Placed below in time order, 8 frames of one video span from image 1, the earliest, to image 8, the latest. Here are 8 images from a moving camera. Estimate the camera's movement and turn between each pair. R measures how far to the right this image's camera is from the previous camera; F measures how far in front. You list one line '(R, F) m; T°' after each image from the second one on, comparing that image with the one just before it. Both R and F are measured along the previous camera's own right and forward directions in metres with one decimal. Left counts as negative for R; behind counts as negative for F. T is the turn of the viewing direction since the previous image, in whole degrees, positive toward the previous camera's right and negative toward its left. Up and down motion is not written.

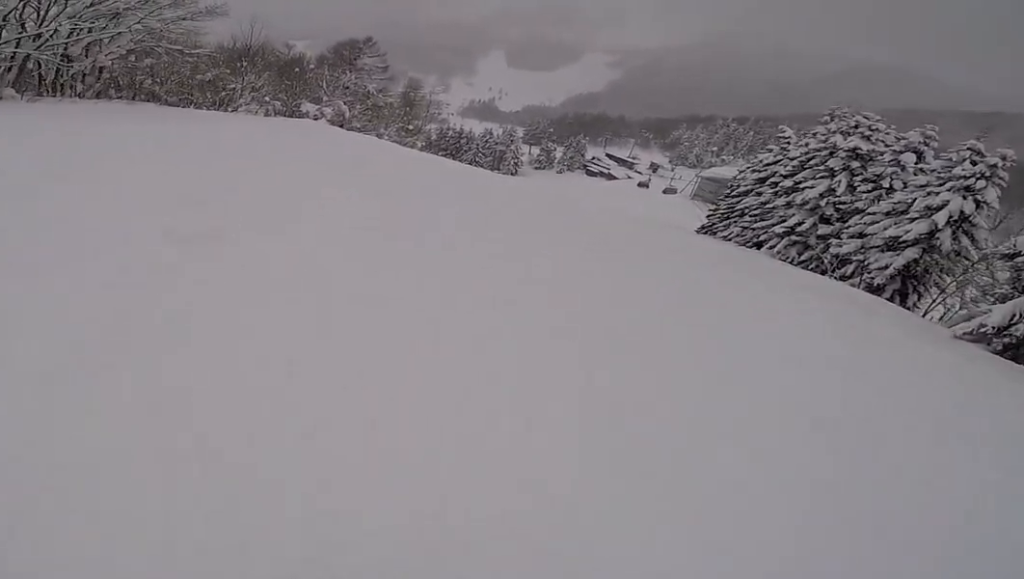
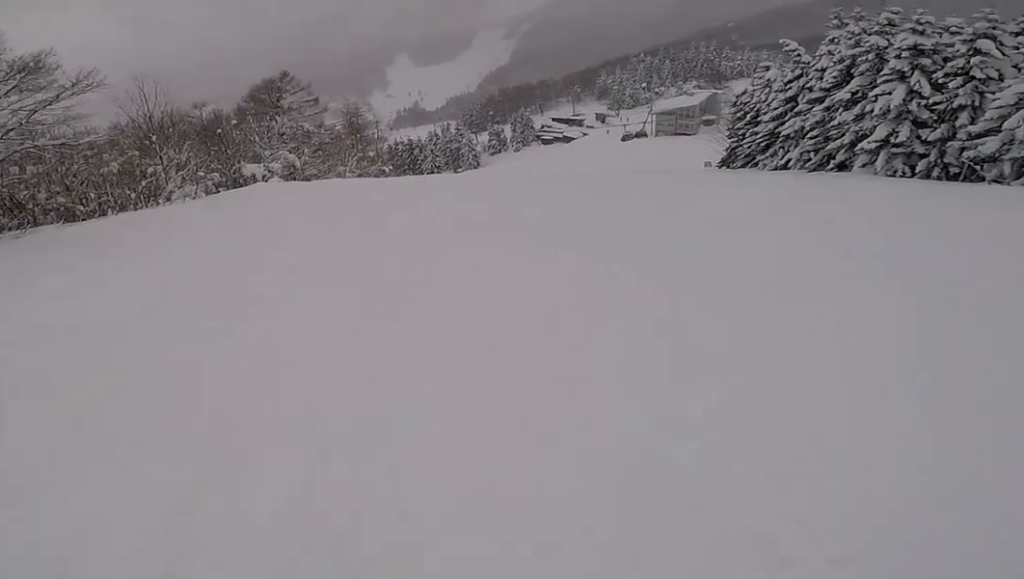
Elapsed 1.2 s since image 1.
(-1.8, +8.3) m; +12°
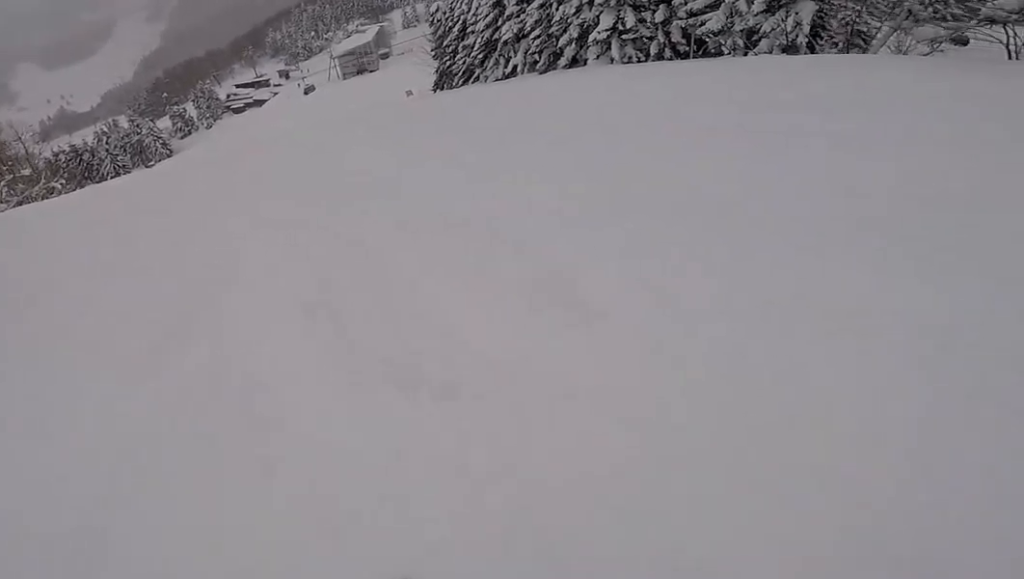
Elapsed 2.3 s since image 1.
(+3.4, +6.7) m; +41°
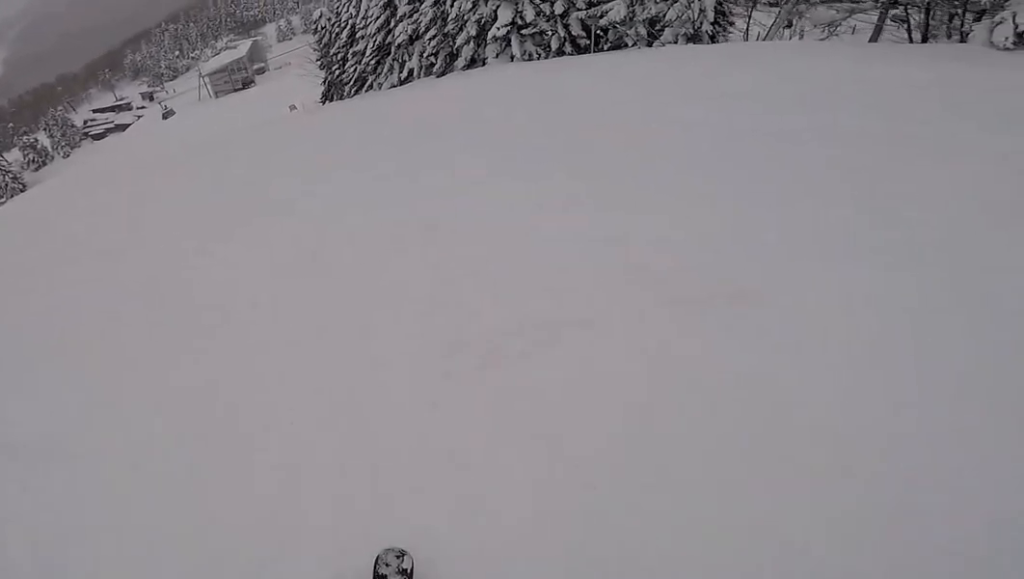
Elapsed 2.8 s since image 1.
(+0.7, +3.1) m; +10°
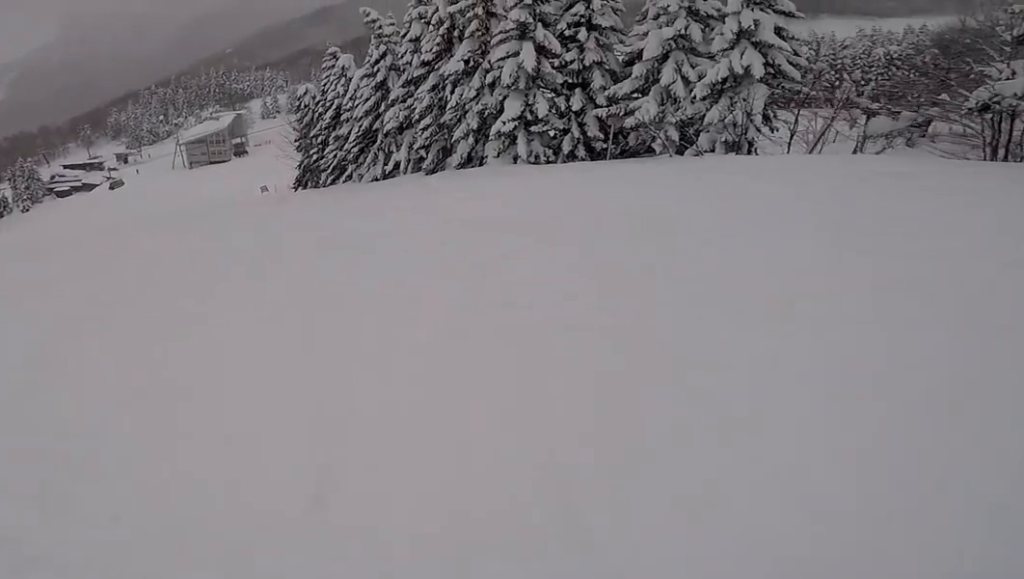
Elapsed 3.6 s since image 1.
(+0.4, +4.8) m; +5°
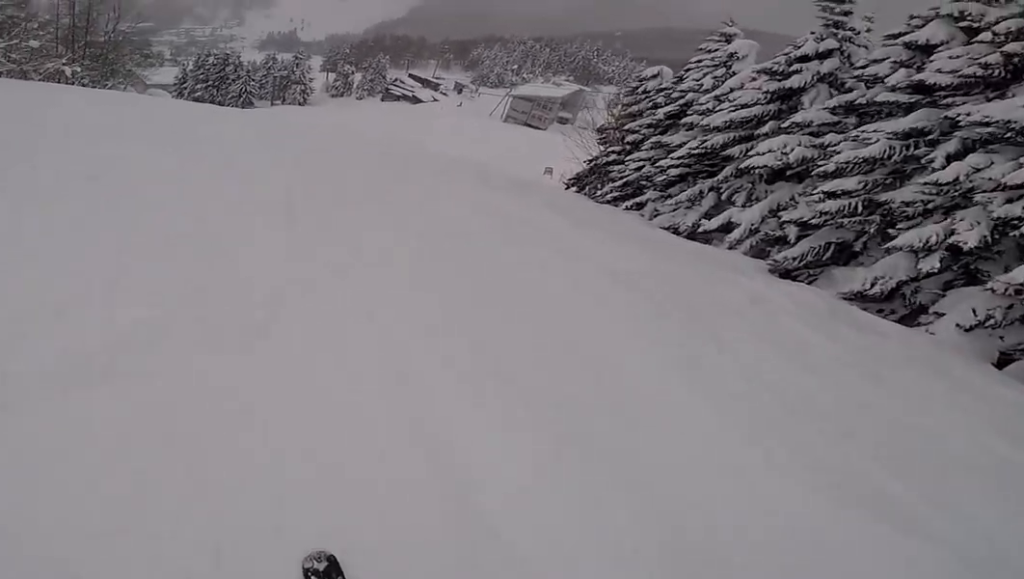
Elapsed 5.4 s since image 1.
(-1.8, +9.1) m; -51°
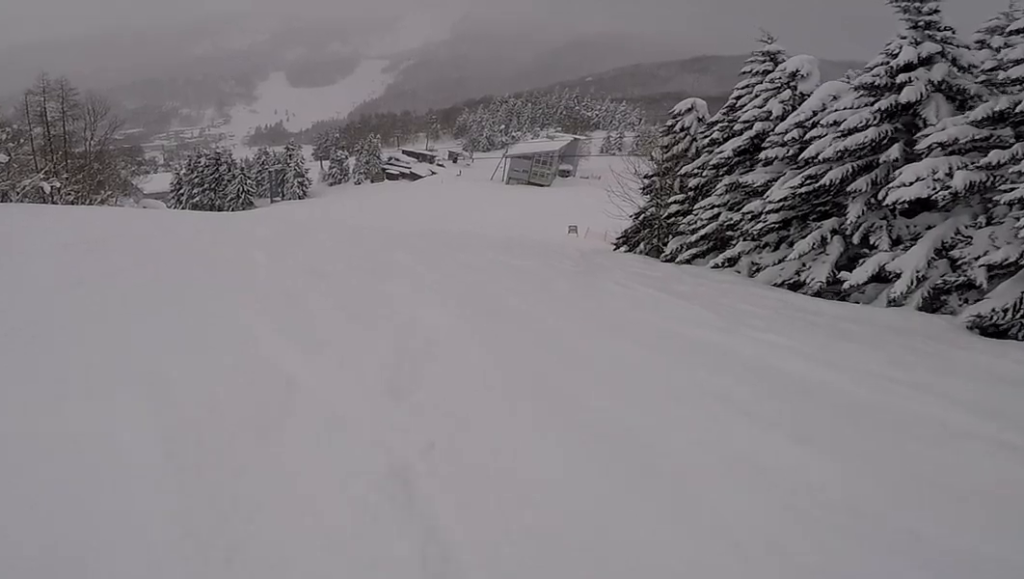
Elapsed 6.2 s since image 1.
(-2.0, +3.5) m; -23°
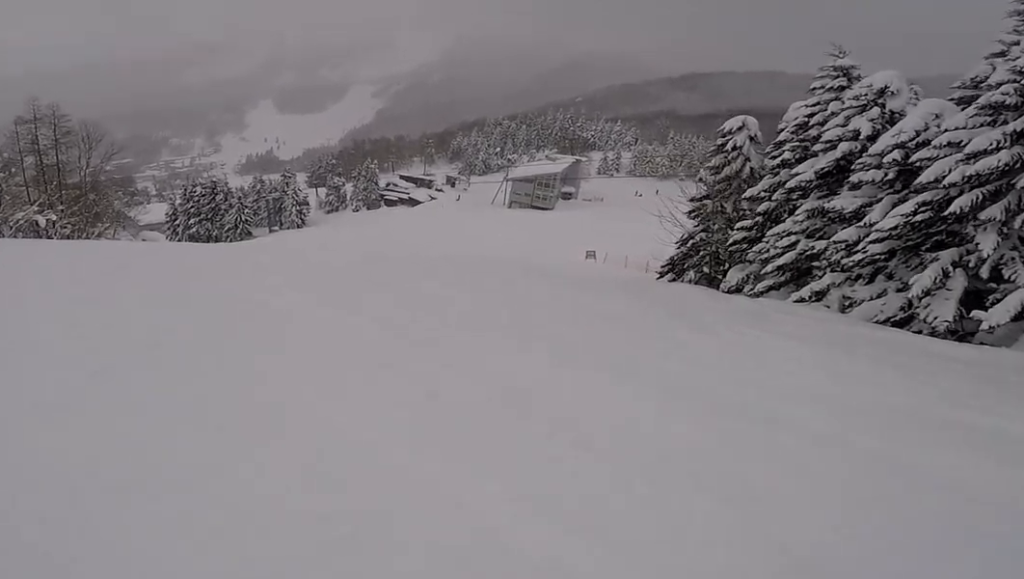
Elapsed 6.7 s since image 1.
(+0.7, +2.7) m; -9°
